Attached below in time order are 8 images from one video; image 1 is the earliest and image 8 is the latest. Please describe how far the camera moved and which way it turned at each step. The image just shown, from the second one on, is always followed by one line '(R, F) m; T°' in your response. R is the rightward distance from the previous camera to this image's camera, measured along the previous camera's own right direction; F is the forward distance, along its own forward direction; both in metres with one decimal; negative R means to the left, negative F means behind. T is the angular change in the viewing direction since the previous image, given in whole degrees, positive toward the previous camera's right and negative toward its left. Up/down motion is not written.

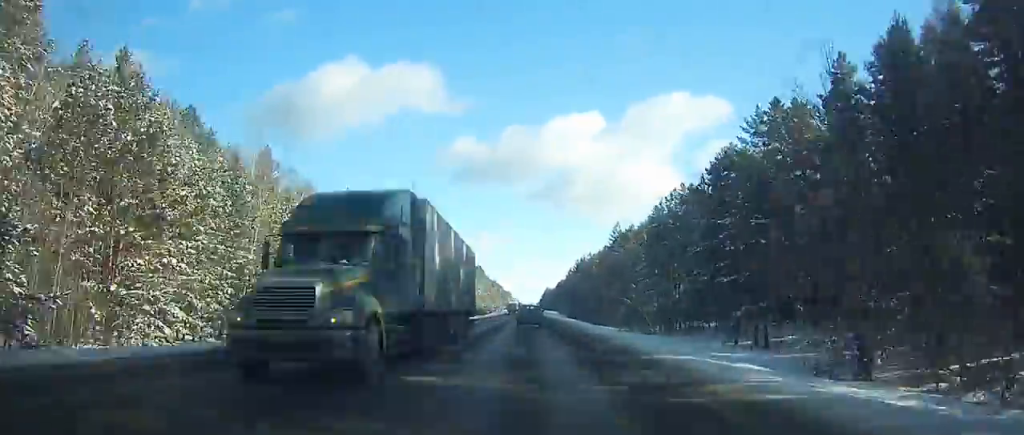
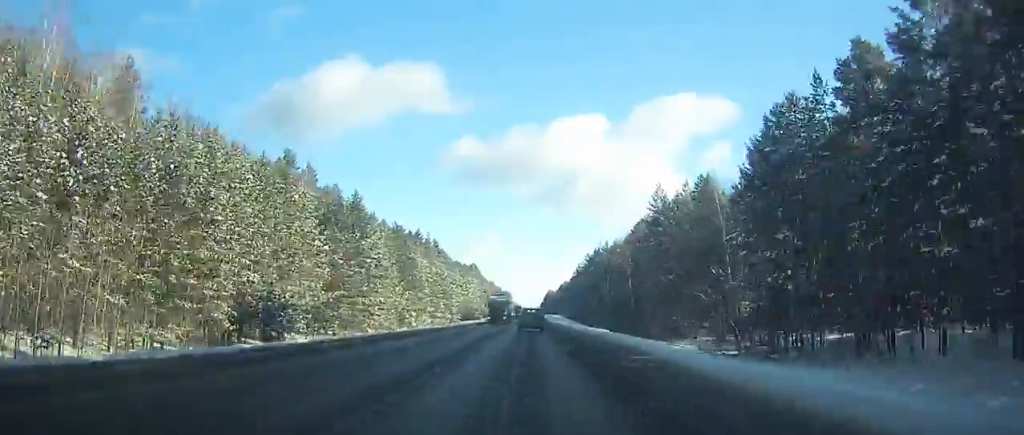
(-0.7, +35.4) m; -1°
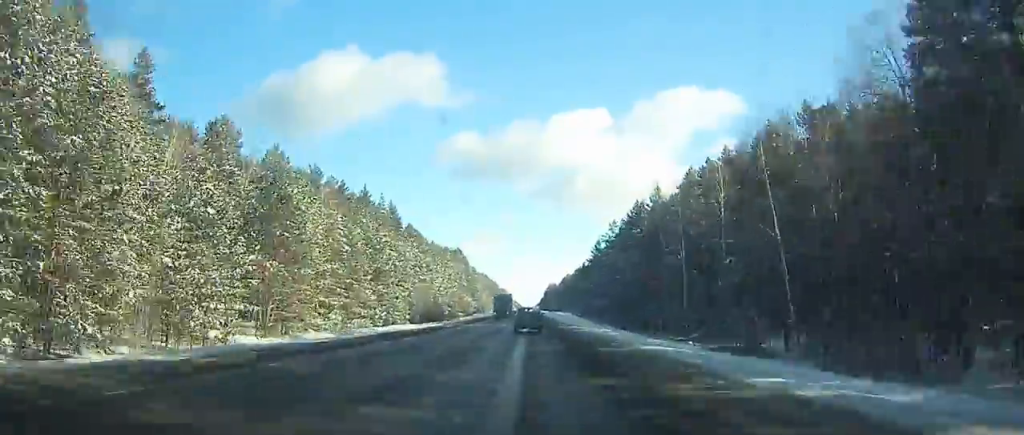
(-2.9, +60.6) m; -3°
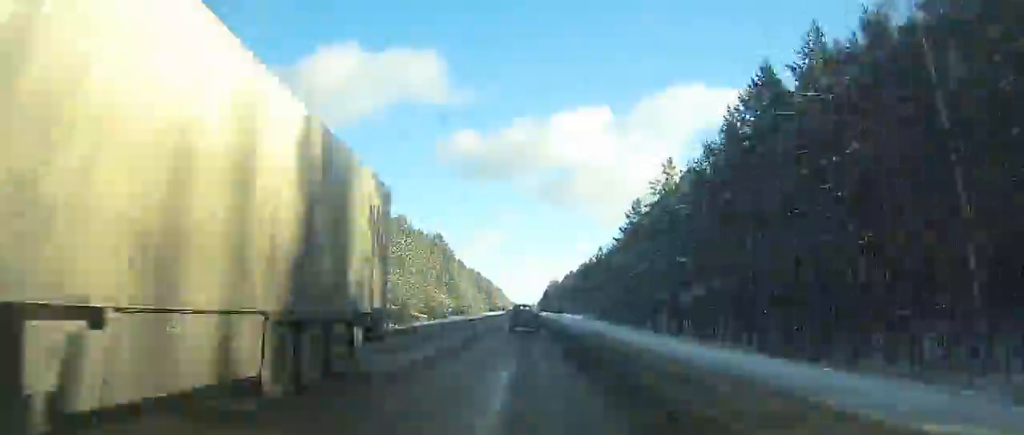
(-0.1, +54.0) m; 0°
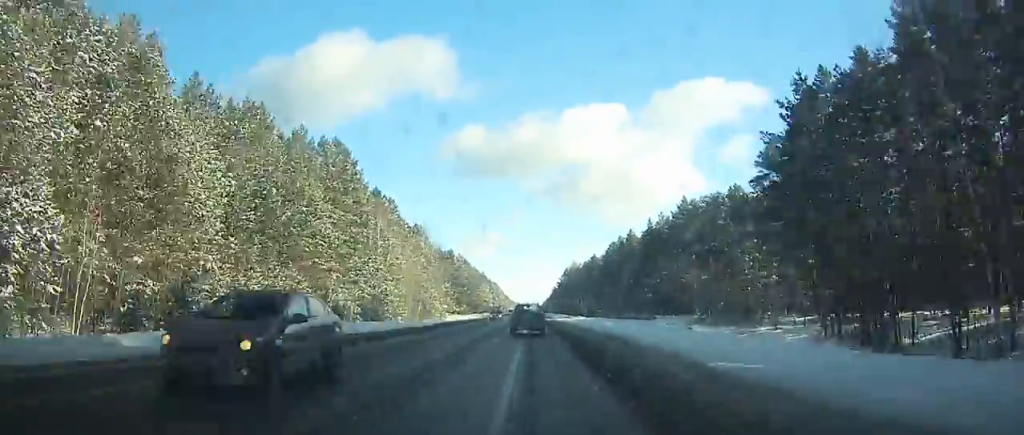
(+1.4, +116.2) m; +1°
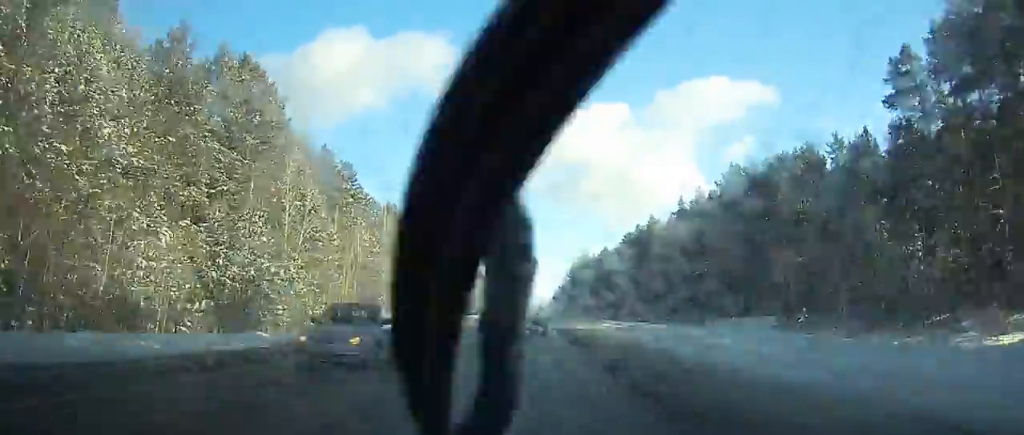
(+0.1, +32.5) m; 0°
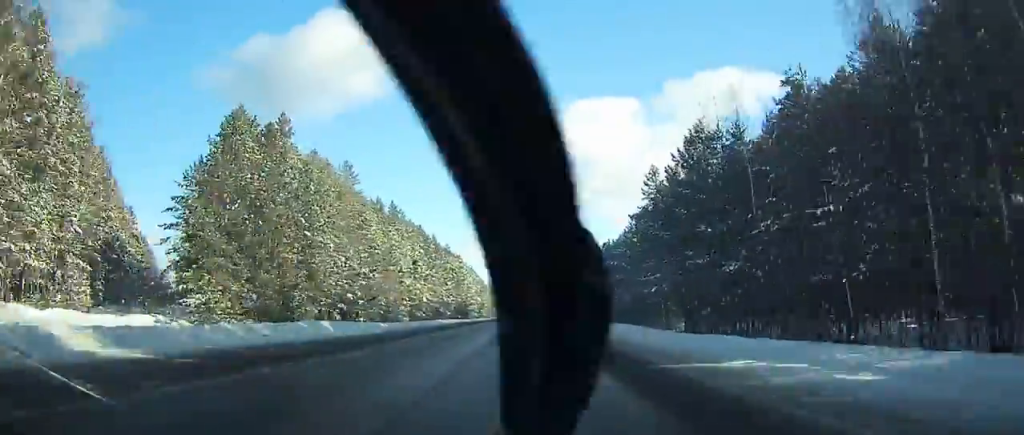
(0.0, +129.5) m; 0°
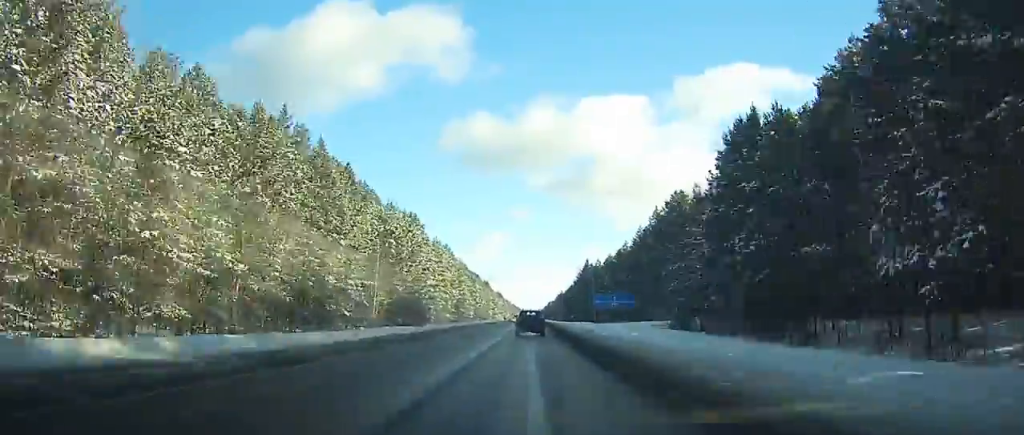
(0.0, +67.3) m; 0°
